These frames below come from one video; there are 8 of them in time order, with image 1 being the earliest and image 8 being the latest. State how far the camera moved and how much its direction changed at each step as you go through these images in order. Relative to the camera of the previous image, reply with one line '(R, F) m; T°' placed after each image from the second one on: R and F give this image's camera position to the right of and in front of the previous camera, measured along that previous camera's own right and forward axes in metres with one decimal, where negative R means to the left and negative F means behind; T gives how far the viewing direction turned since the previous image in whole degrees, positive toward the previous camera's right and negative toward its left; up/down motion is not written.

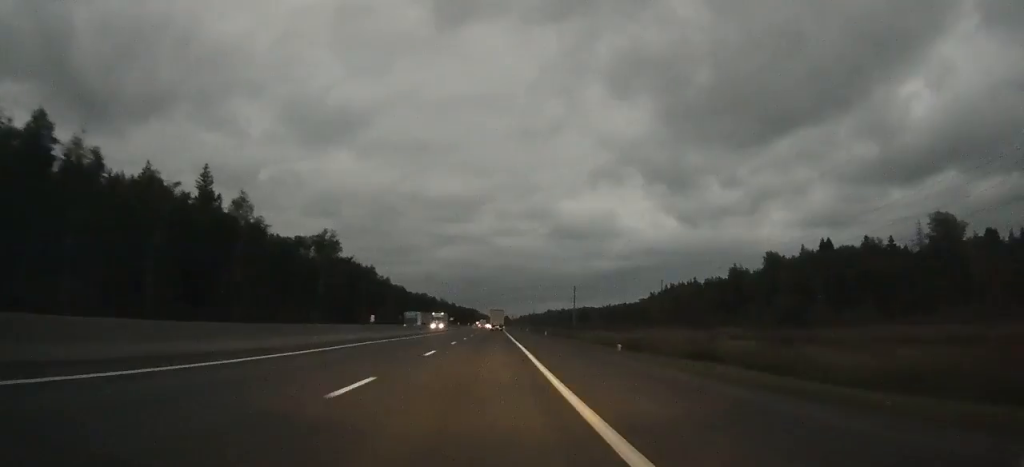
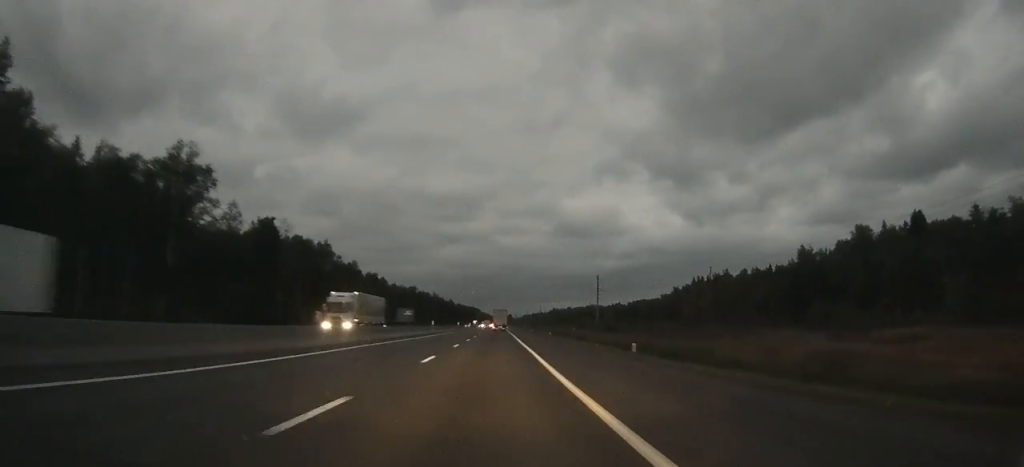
(-0.2, +50.7) m; 0°
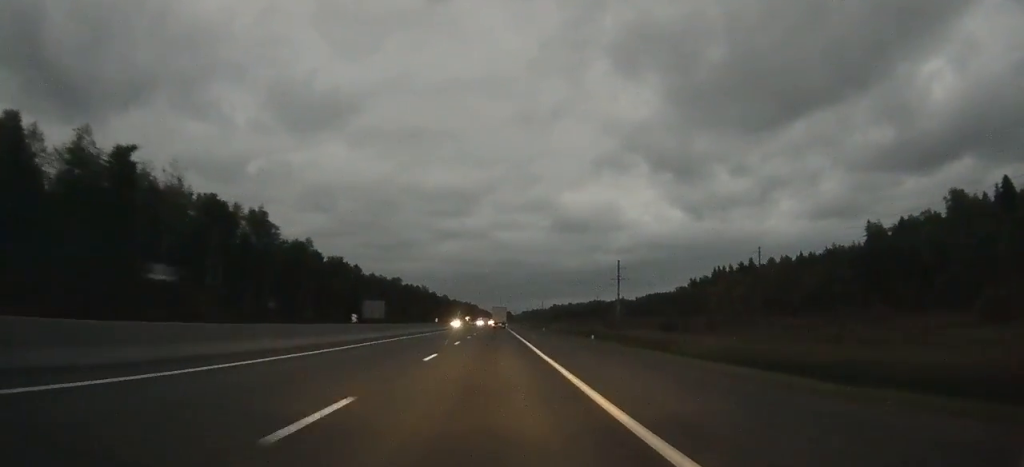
(-0.1, +36.1) m; 0°
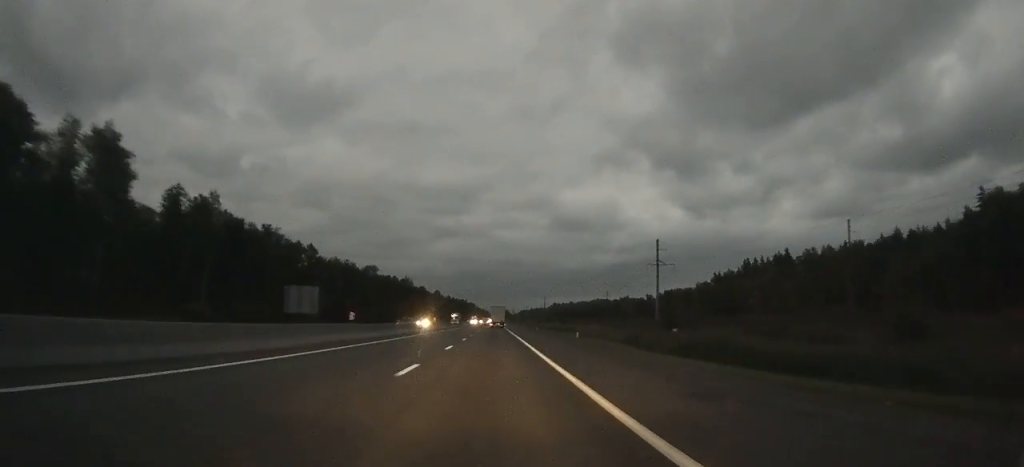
(+0.1, +40.6) m; 0°
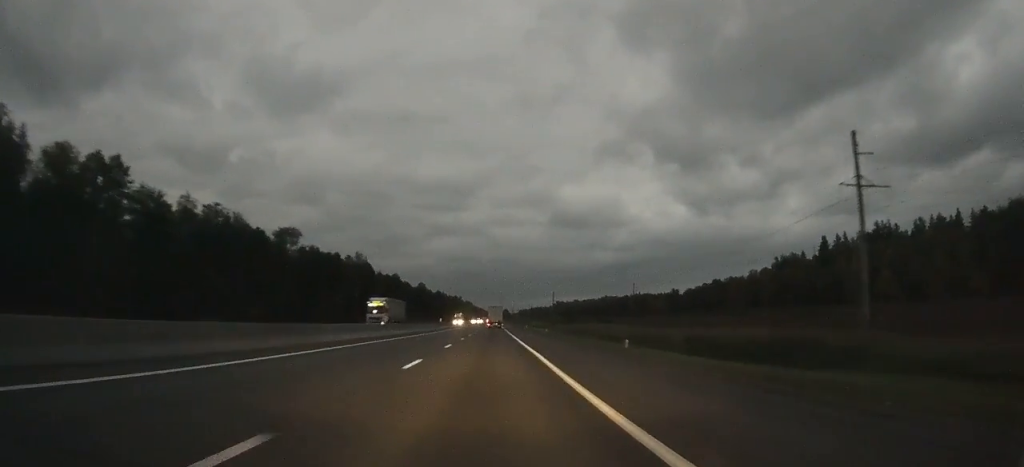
(-0.1, +70.7) m; 0°
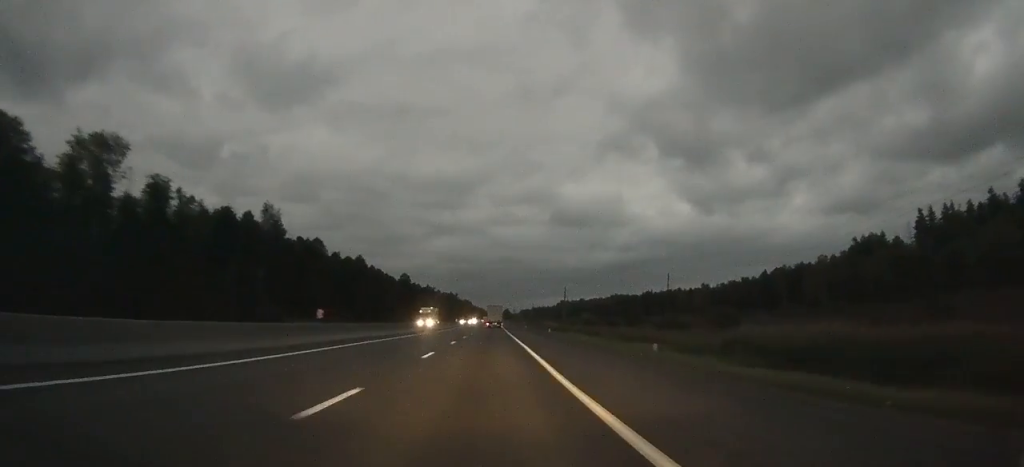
(+0.1, +55.5) m; 0°
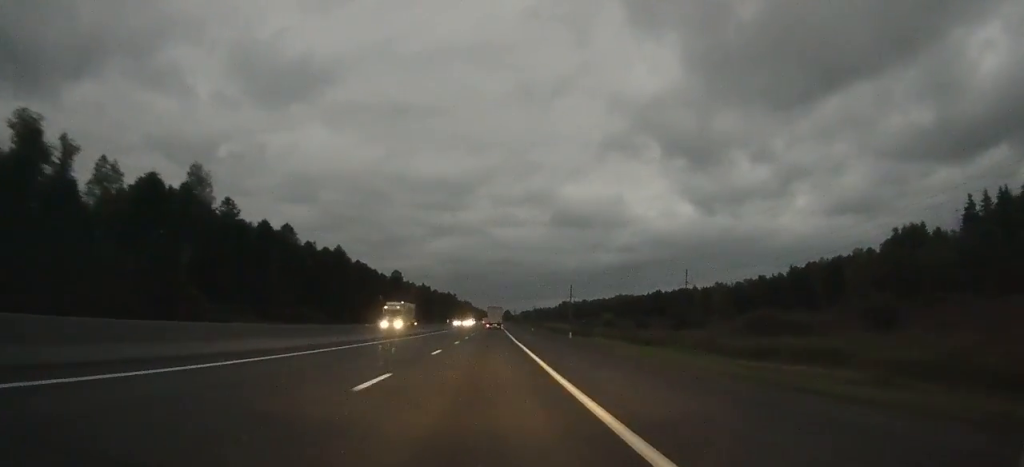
(0.0, +21.0) m; 0°
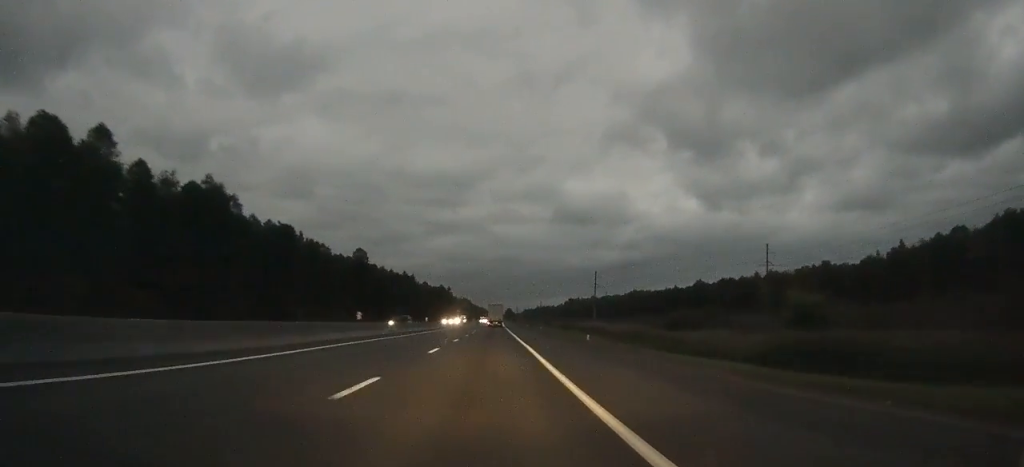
(-0.1, +61.4) m; 0°
